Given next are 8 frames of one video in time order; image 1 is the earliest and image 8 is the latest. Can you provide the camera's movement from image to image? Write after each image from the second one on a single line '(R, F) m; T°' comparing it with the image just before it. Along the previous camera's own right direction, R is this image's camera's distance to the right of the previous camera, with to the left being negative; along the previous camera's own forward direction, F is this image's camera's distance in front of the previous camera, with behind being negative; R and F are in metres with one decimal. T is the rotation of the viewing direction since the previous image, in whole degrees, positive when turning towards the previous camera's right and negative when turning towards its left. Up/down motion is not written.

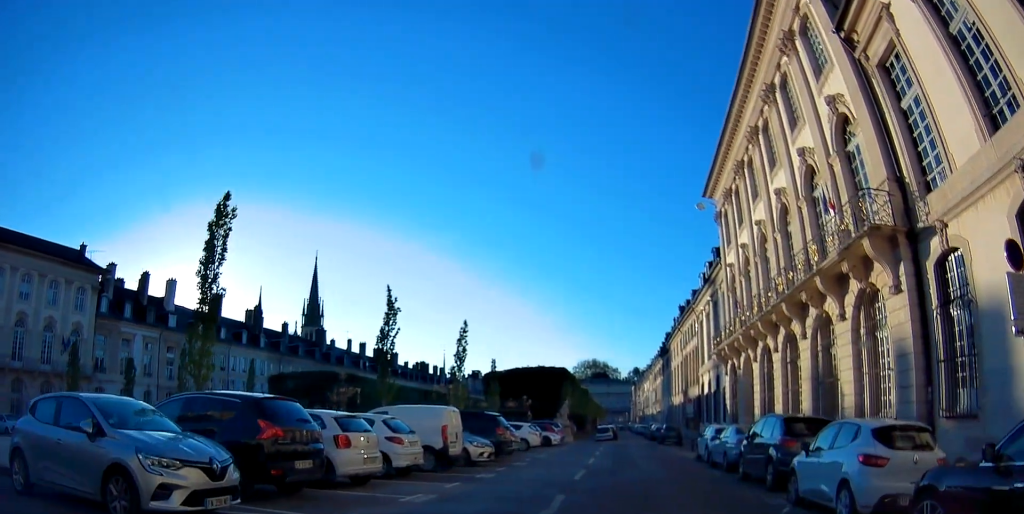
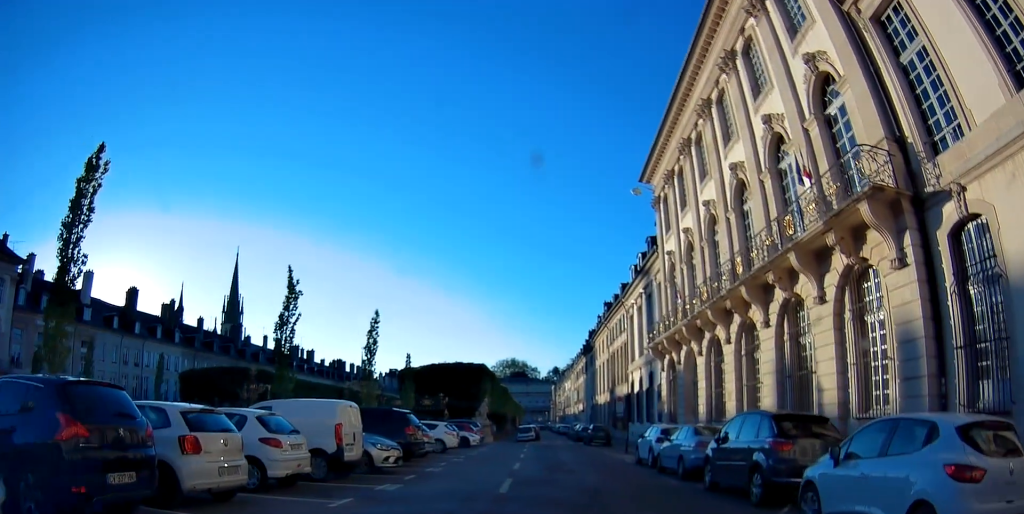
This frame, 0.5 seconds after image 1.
(+0.3, +2.9) m; +3°
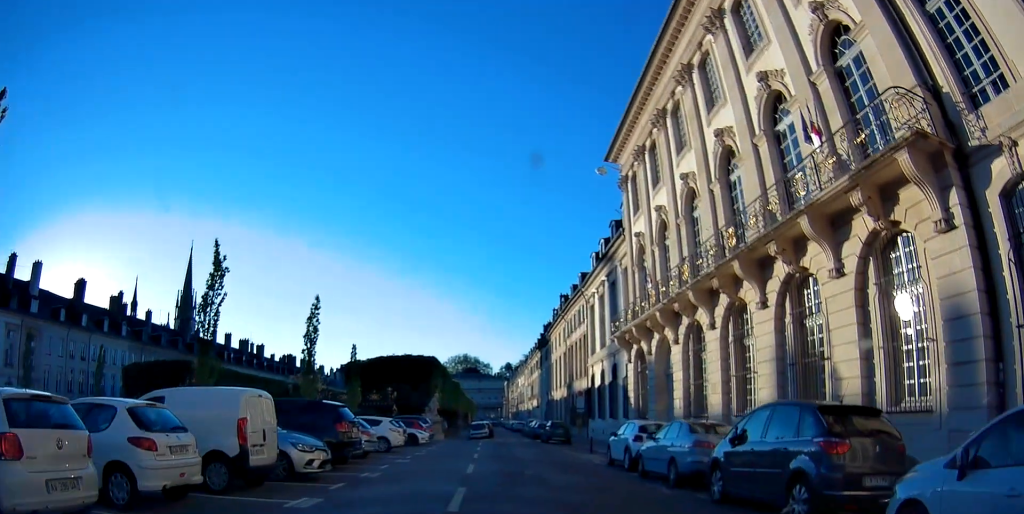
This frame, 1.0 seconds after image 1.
(-0.3, +2.7) m; +2°
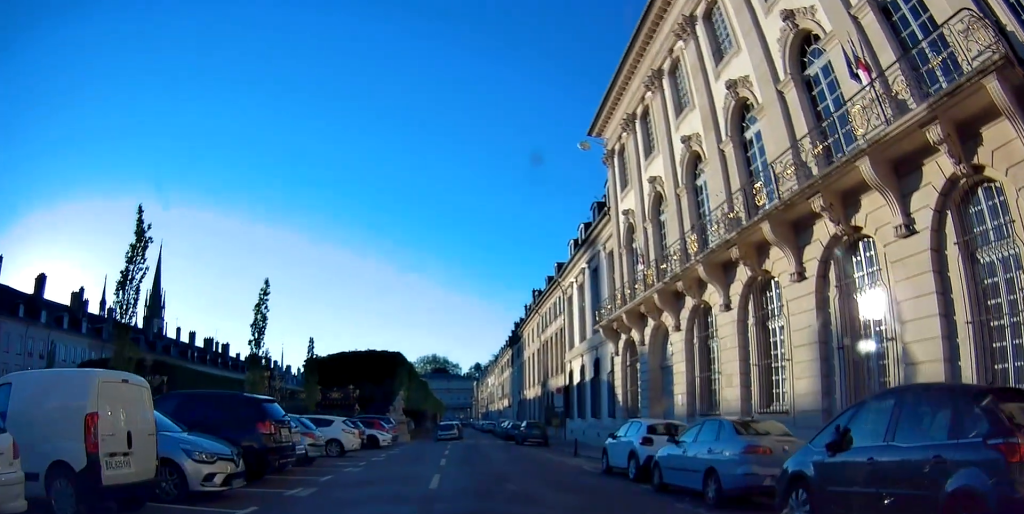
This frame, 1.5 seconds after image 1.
(-0.2, +3.2) m; +3°
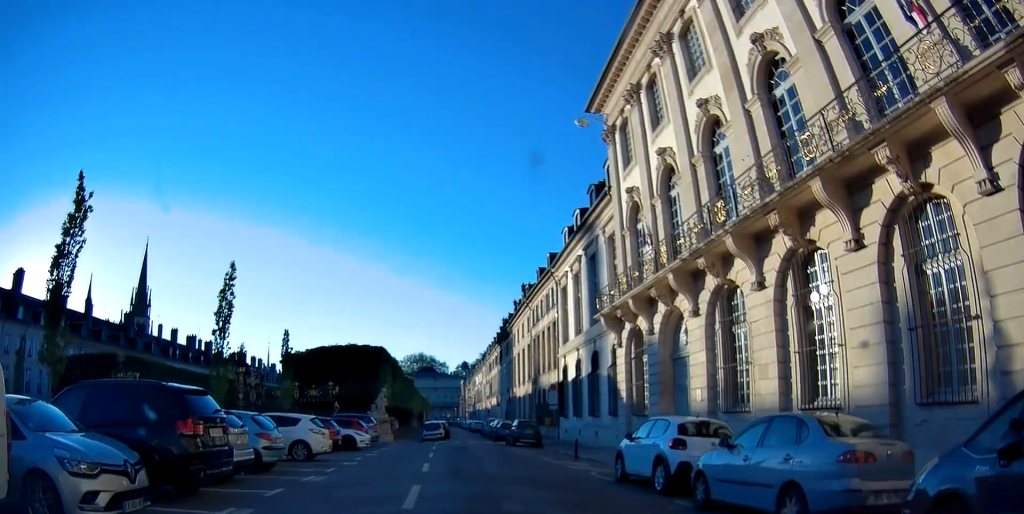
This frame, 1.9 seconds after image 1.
(+0.3, +2.6) m; +5°
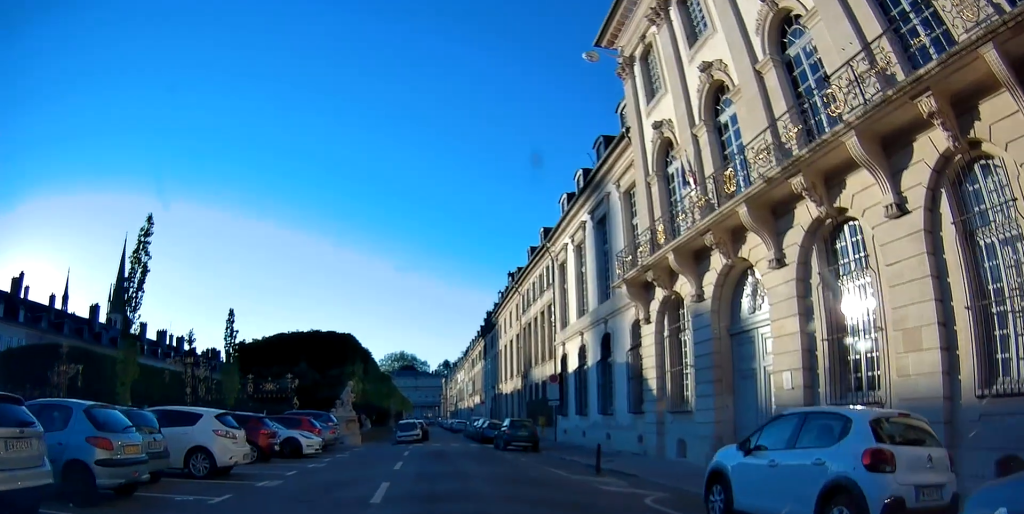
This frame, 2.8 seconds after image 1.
(+0.5, +5.7) m; +5°
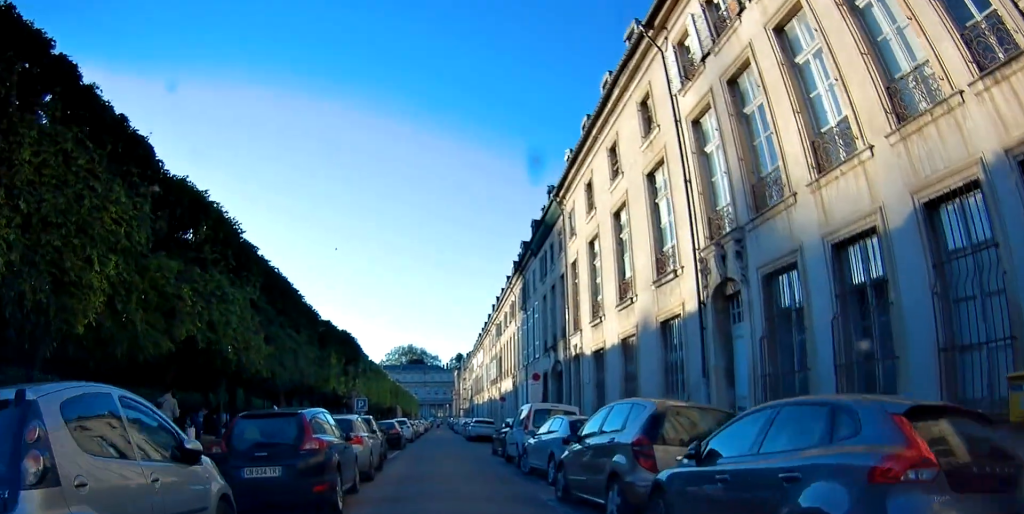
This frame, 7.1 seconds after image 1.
(-1.6, +33.2) m; -4°
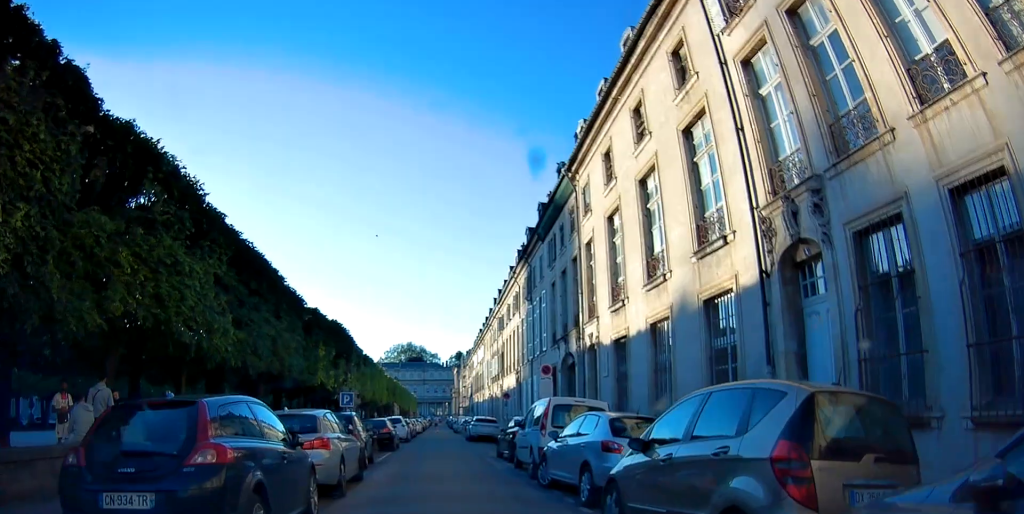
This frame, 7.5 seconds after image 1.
(0.0, +3.1) m; 0°
